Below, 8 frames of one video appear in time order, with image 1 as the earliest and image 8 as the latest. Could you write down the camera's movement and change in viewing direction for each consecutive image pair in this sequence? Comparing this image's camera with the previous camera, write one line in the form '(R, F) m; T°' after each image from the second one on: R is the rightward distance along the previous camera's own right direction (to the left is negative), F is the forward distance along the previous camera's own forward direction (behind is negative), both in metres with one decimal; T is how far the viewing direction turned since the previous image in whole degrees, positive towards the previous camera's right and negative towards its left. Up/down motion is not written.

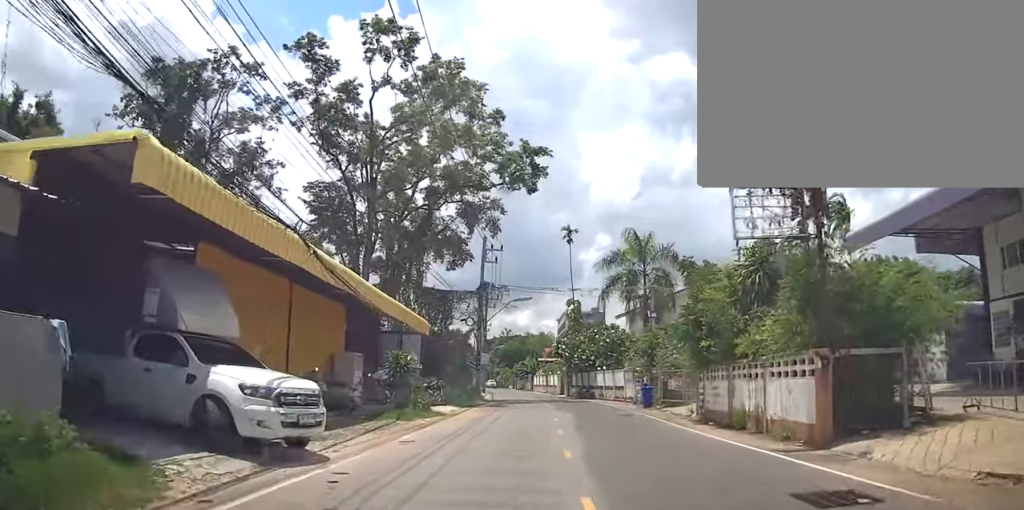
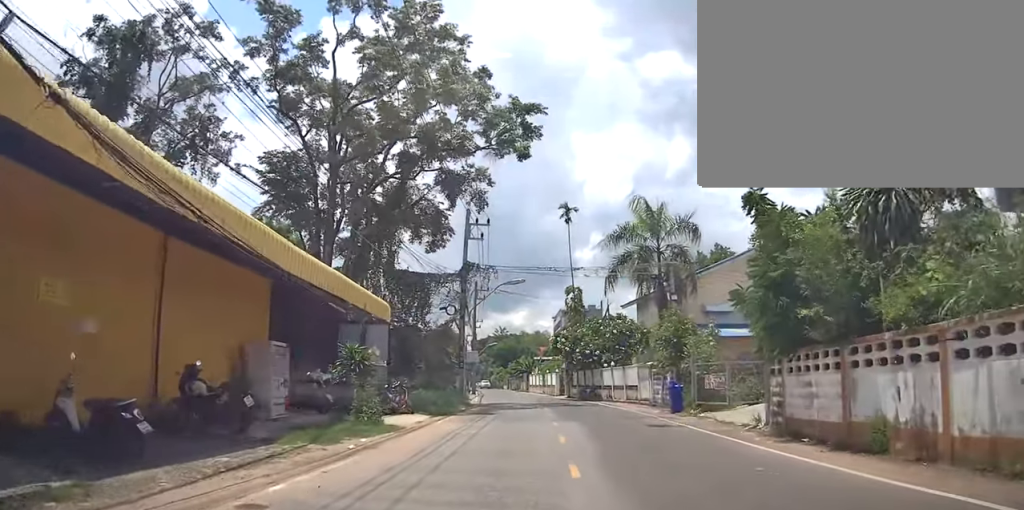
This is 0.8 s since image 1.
(+0.1, +6.5) m; +1°
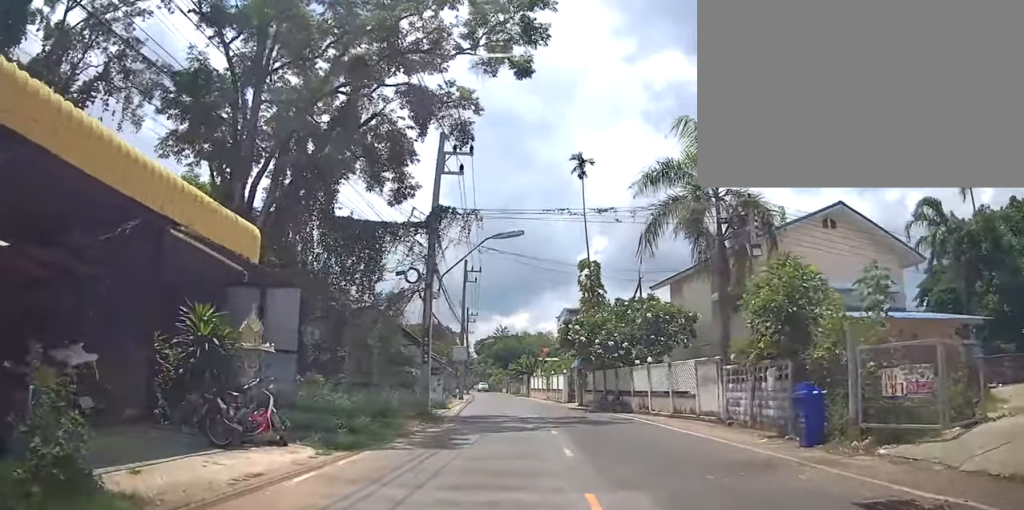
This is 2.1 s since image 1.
(+0.1, +11.0) m; +2°
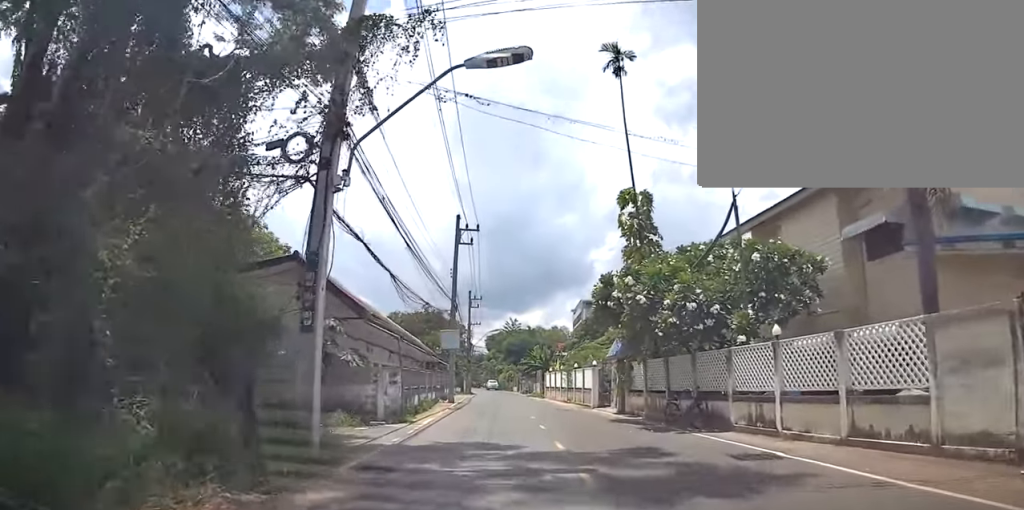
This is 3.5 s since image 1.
(+0.3, +11.8) m; +3°
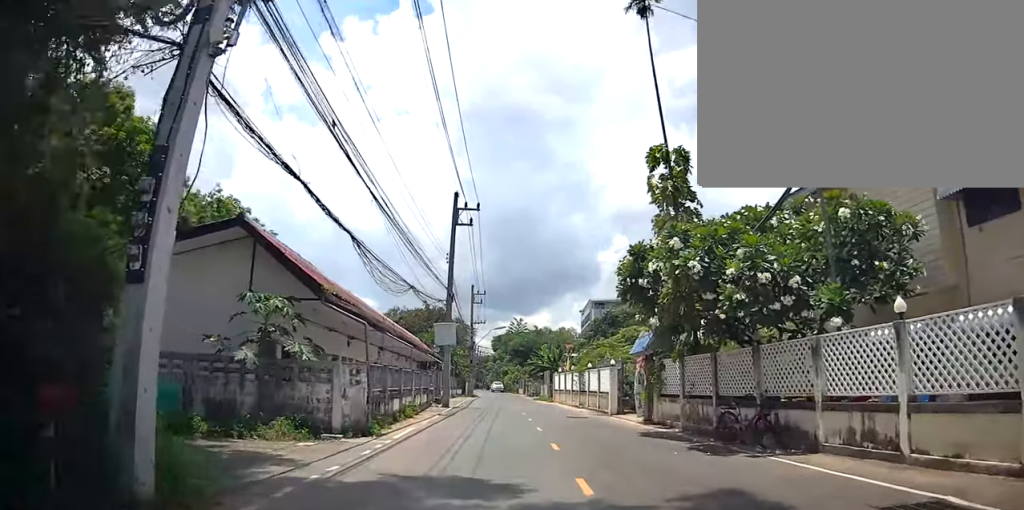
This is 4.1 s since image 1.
(0.0, +4.4) m; 0°
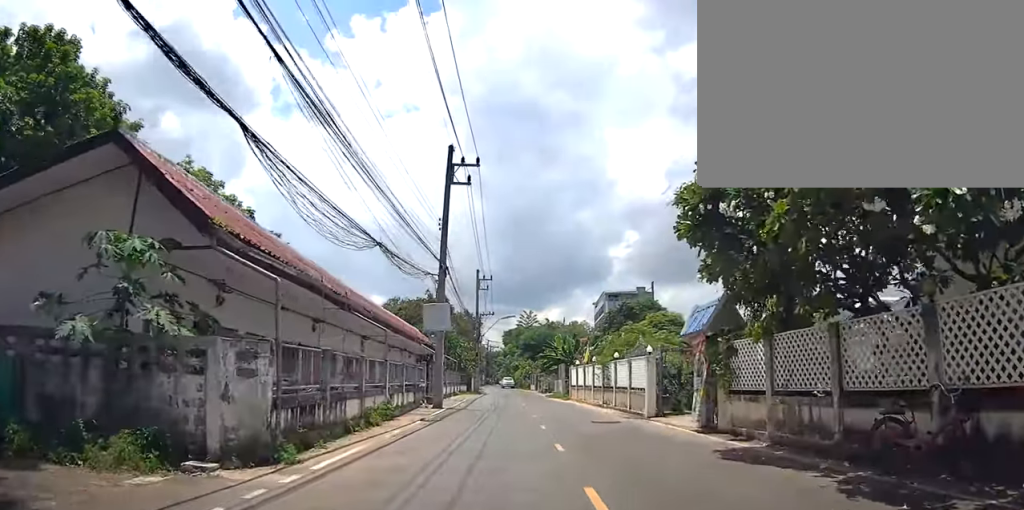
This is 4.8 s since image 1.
(0.0, +5.4) m; -2°
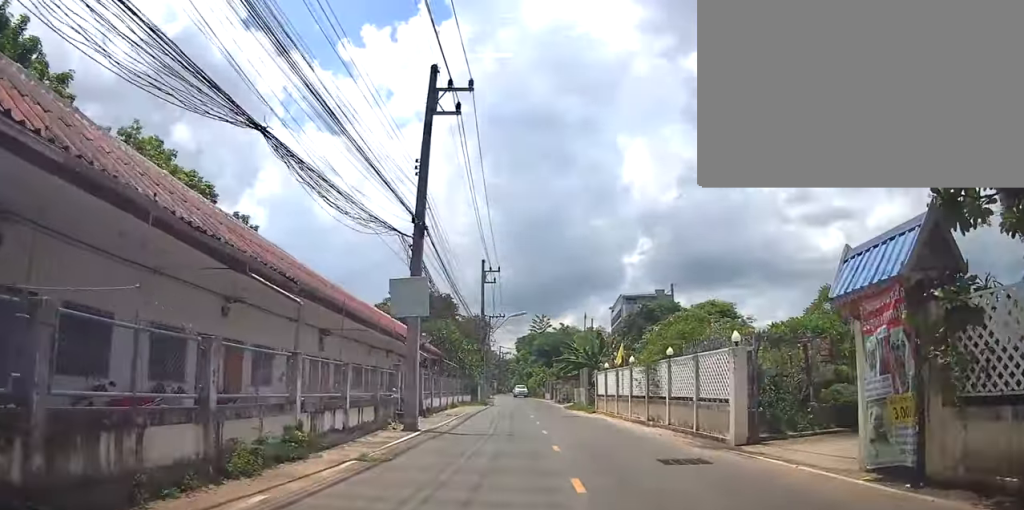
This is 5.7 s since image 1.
(-0.1, +6.7) m; -4°
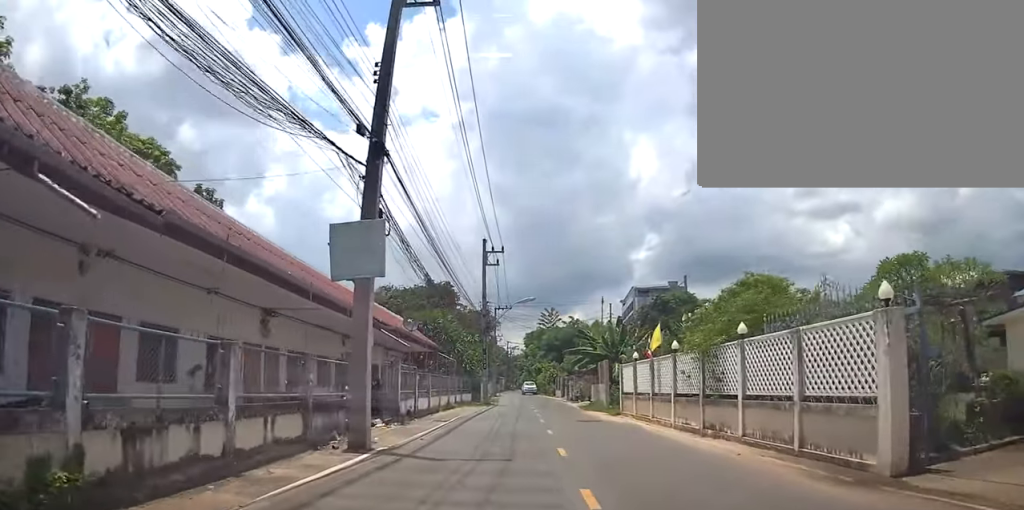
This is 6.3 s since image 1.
(-0.2, +4.8) m; -3°
